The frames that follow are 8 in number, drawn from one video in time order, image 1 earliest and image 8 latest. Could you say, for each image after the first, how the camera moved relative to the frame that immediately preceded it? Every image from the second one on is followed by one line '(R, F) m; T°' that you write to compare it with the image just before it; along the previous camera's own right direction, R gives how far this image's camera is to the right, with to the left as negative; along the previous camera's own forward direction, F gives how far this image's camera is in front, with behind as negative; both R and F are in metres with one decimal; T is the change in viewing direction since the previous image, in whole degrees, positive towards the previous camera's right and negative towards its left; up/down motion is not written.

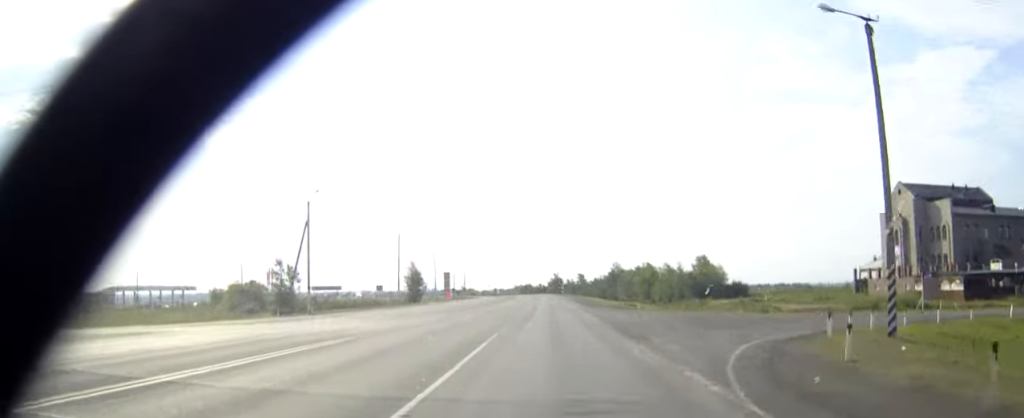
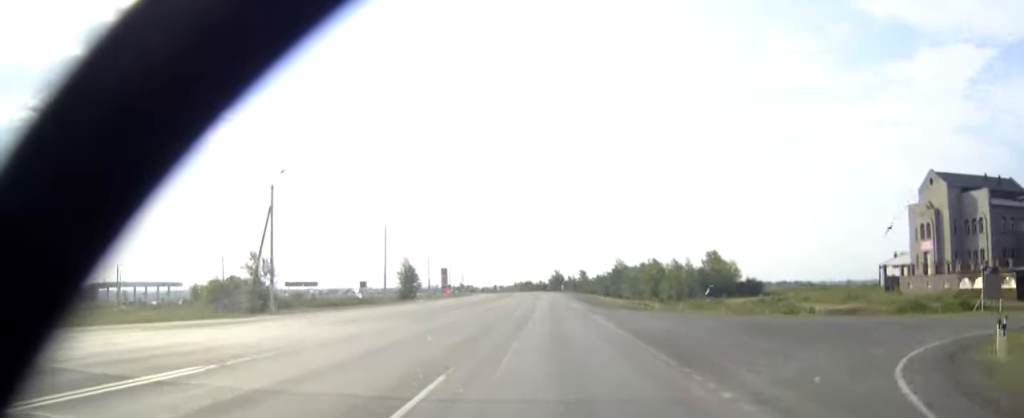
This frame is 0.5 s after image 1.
(0.0, +8.8) m; 0°
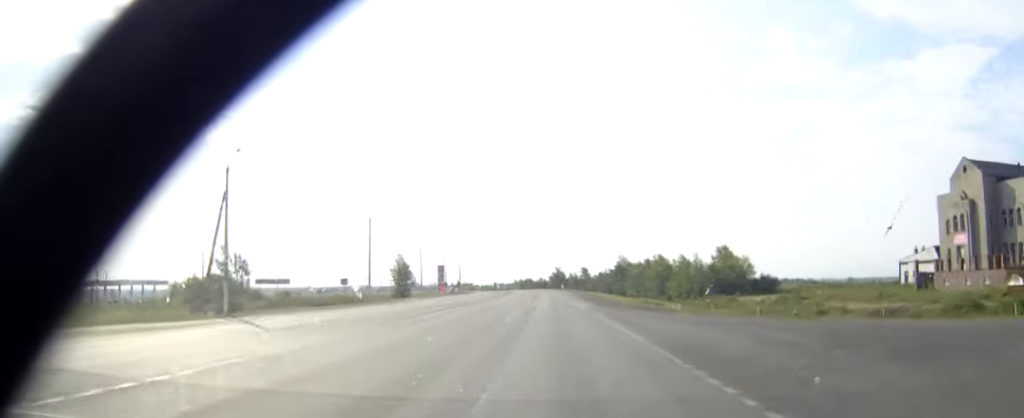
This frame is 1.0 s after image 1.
(0.0, +8.1) m; 0°
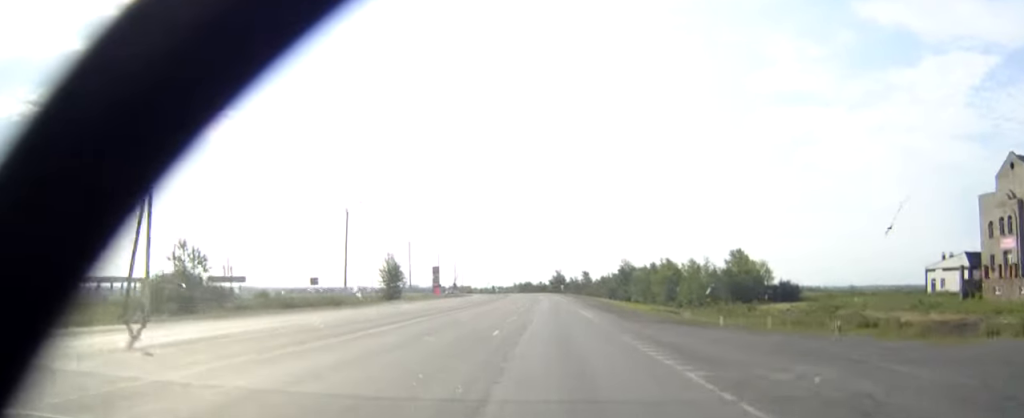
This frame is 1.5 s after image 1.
(0.0, +9.6) m; 0°
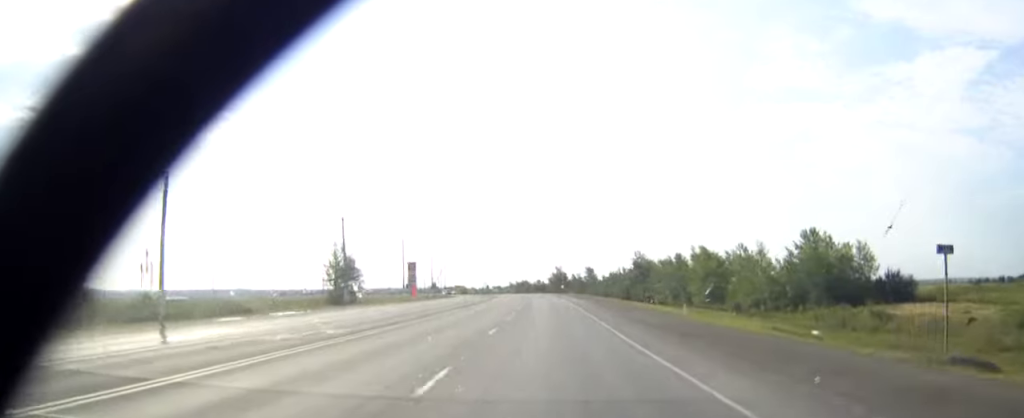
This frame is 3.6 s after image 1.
(+0.1, +35.6) m; 0°
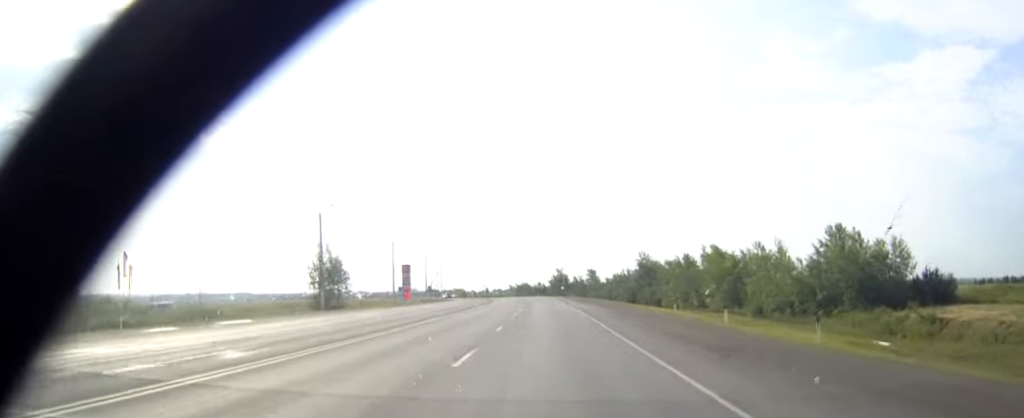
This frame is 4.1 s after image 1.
(0.0, +8.2) m; 0°
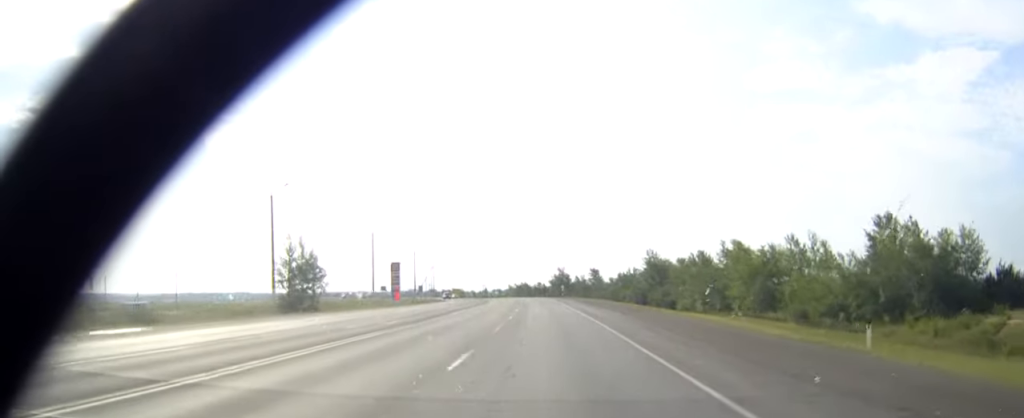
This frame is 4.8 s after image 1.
(0.0, +12.4) m; 0°
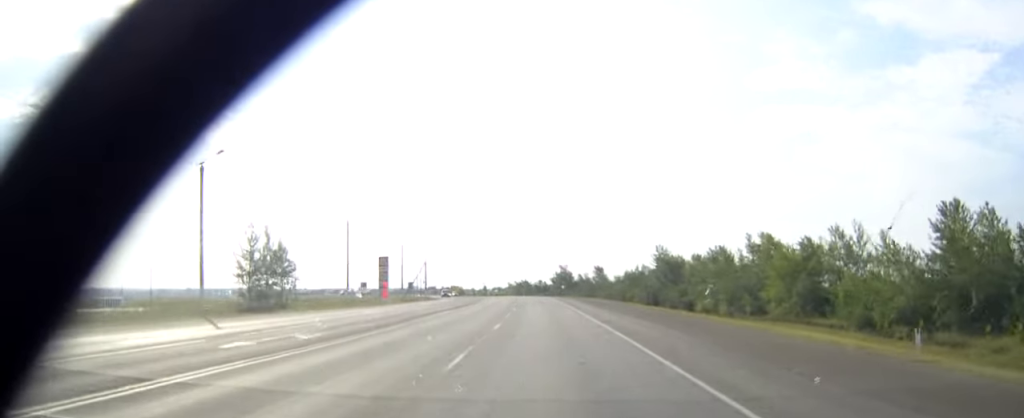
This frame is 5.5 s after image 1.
(0.0, +12.6) m; 0°
